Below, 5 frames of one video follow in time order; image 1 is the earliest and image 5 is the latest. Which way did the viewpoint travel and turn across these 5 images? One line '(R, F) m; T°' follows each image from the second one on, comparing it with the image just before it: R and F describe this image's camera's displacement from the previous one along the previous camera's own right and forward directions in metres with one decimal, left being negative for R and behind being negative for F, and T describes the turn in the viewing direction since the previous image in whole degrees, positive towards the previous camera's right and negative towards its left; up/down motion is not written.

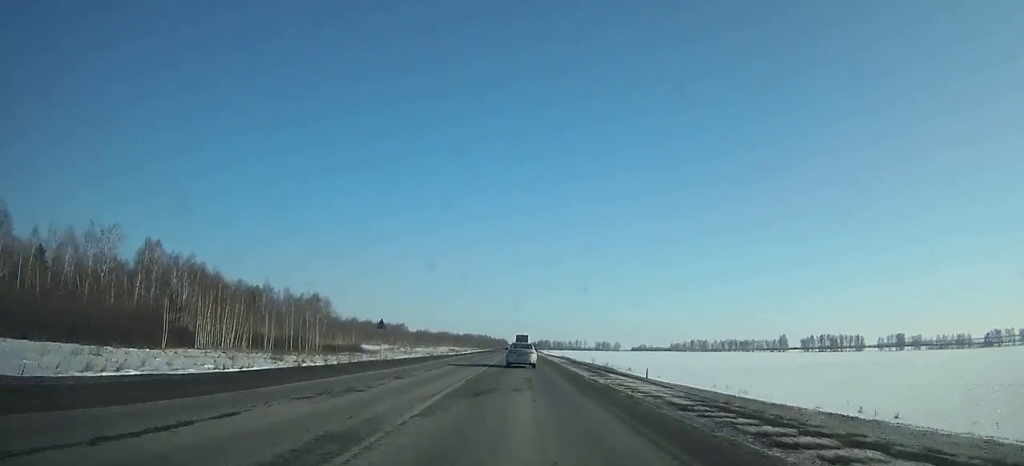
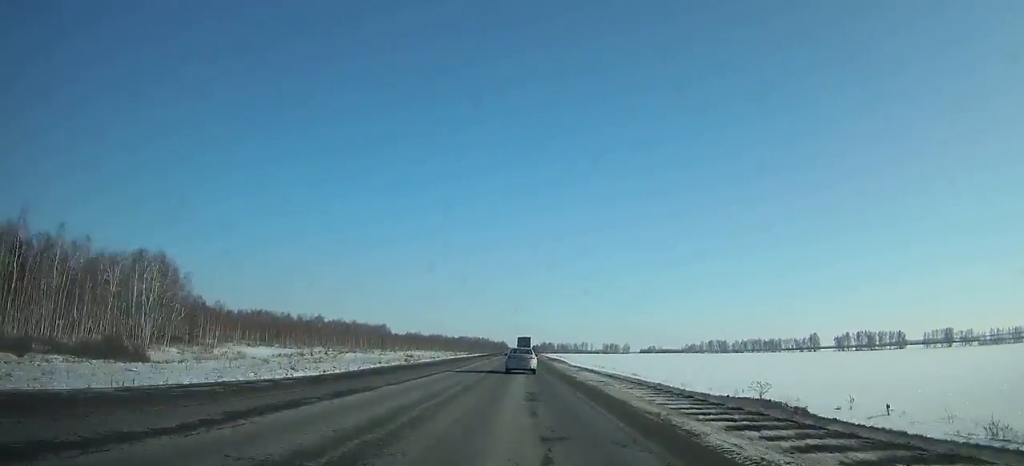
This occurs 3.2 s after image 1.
(0.0, +79.9) m; 0°
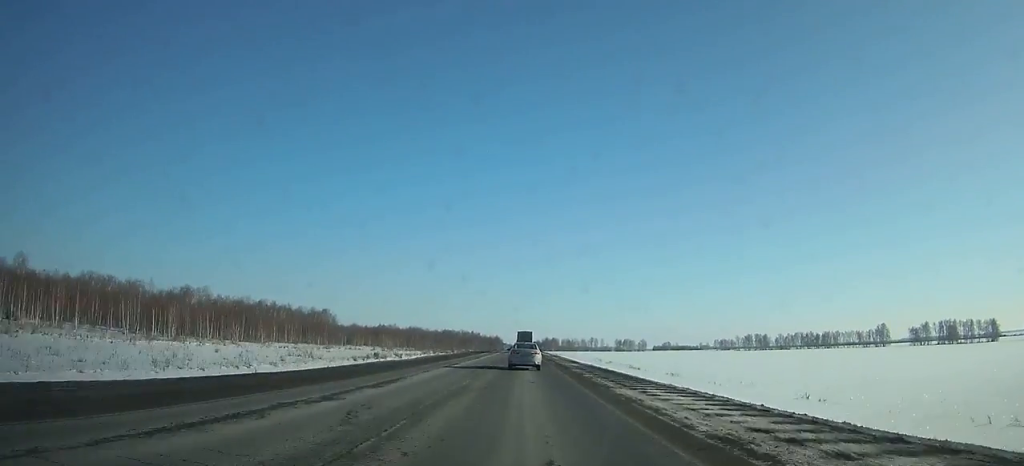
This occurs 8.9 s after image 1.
(0.0, +139.7) m; 0°
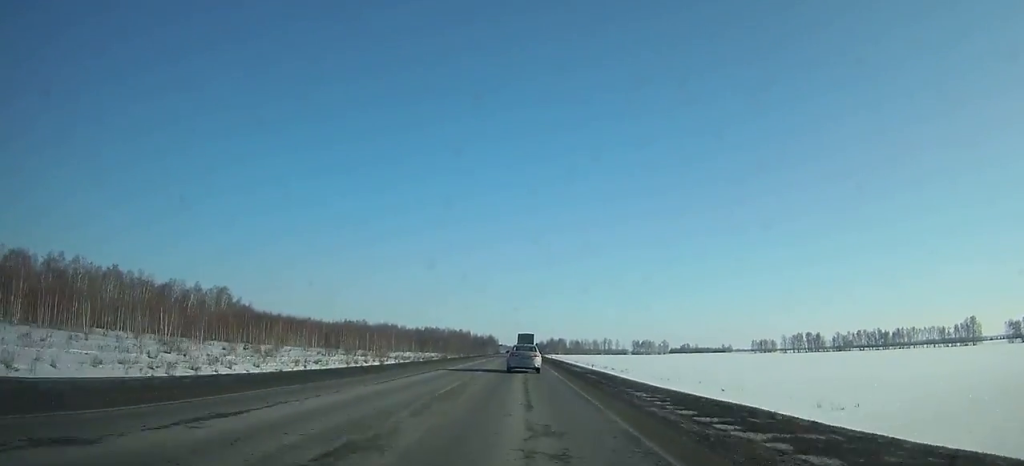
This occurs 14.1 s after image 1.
(+0.2, +122.7) m; 0°
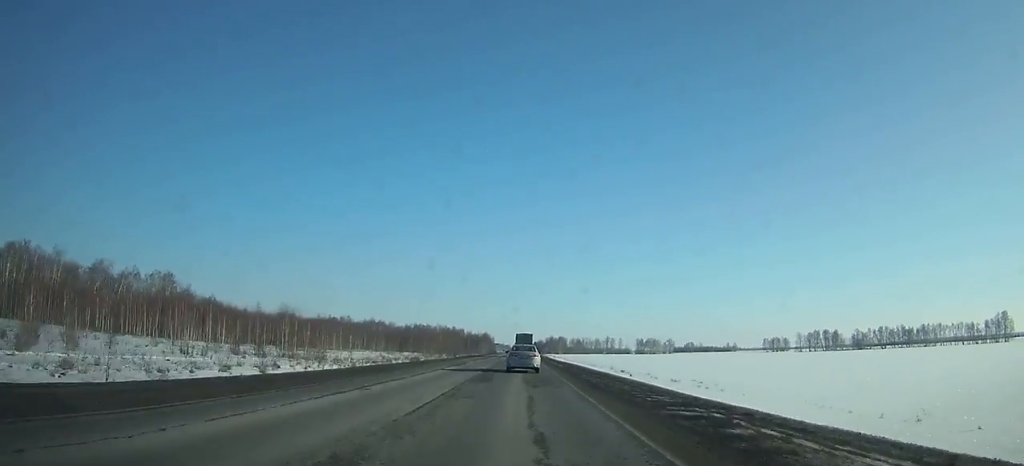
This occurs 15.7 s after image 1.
(-0.1, +36.9) m; 0°
